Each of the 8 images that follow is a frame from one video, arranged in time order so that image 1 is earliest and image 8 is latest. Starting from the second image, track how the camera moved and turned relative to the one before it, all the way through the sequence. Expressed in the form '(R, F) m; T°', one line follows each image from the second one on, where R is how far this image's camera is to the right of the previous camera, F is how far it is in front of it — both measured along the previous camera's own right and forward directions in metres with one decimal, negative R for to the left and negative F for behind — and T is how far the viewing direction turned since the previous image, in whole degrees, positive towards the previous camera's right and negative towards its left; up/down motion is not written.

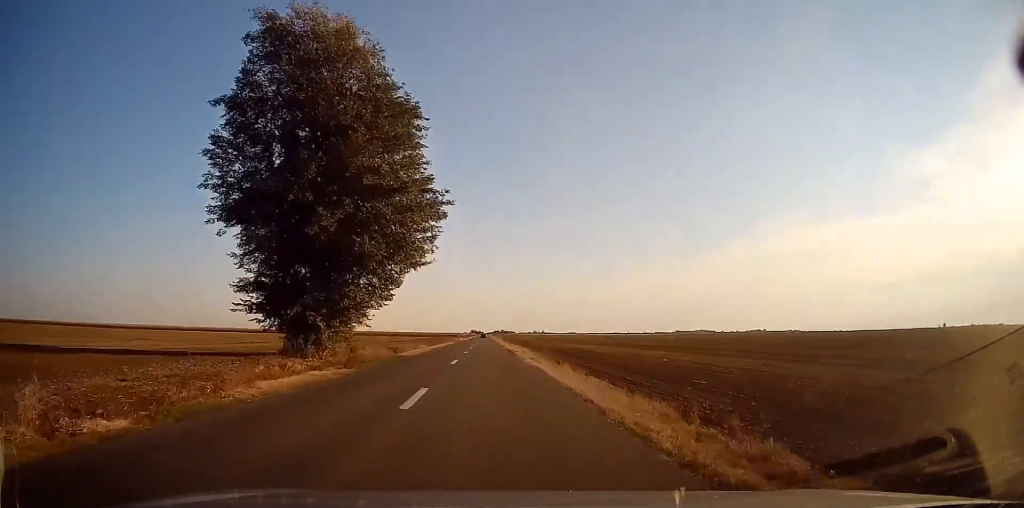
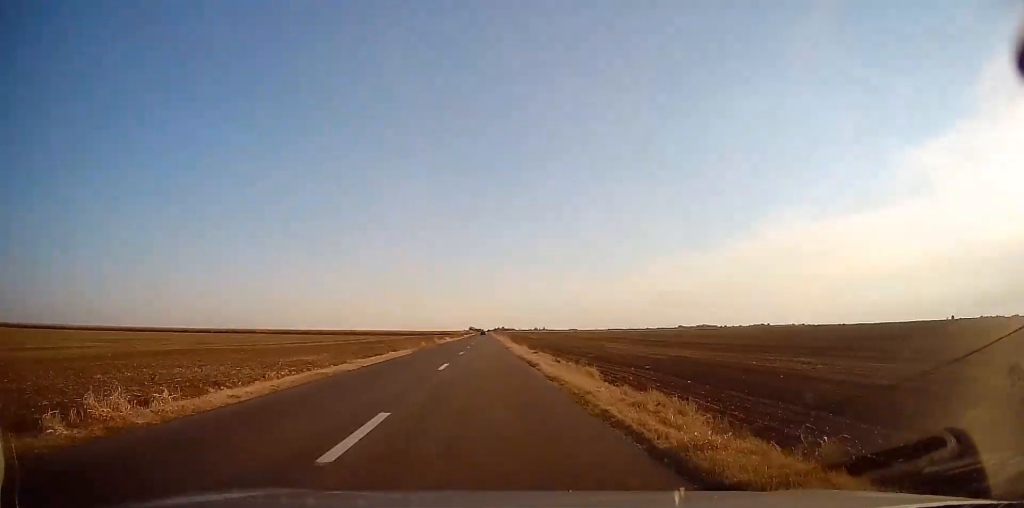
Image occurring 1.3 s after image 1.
(+0.2, +40.1) m; 0°
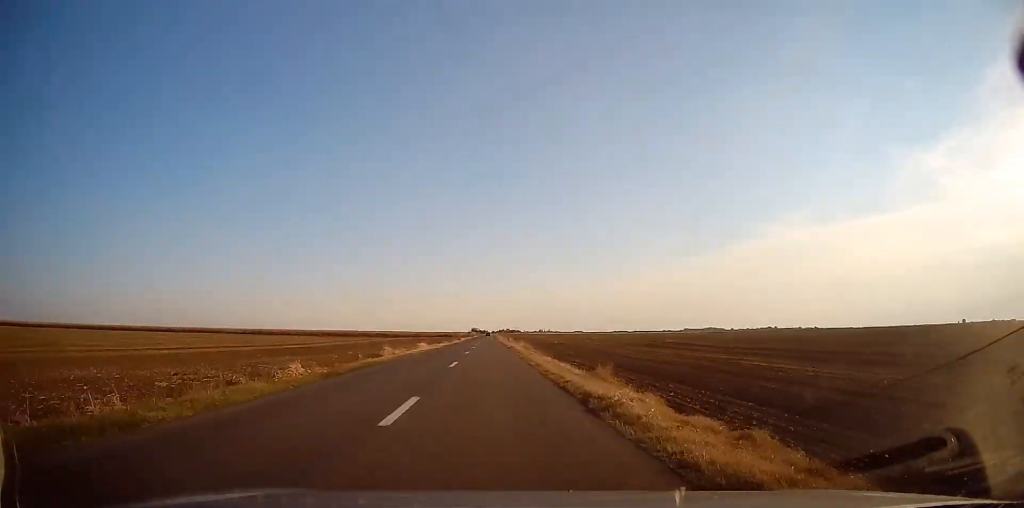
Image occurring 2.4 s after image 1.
(-0.1, +33.5) m; 0°
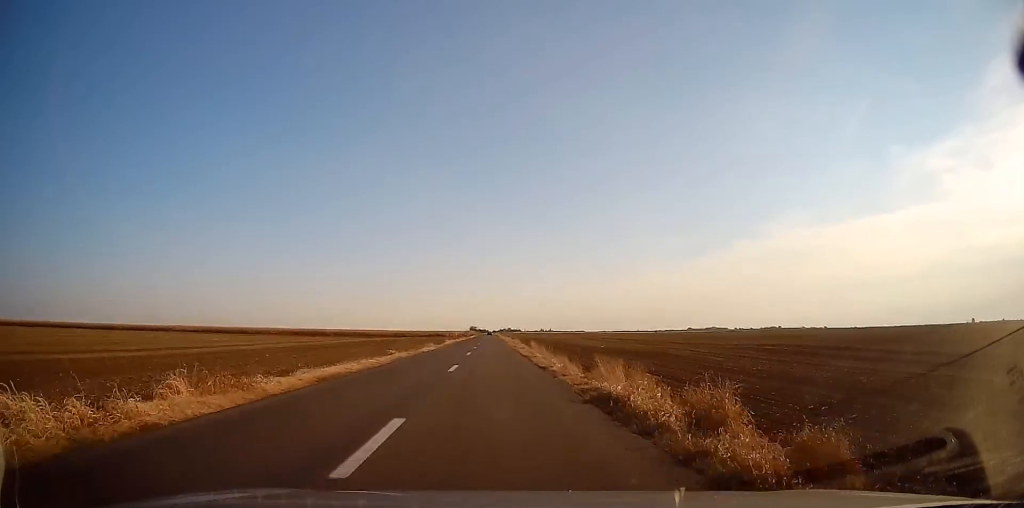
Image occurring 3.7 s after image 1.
(-0.2, +38.1) m; 0°
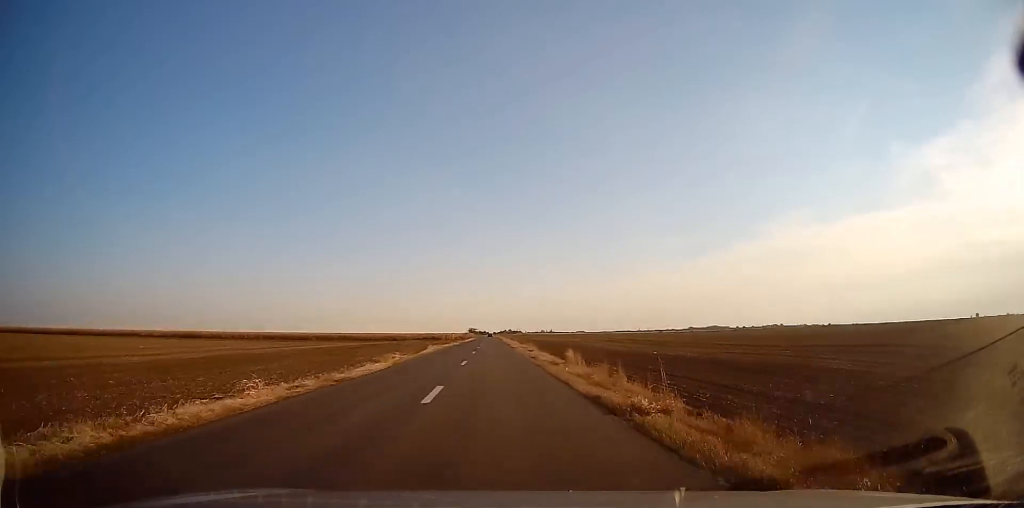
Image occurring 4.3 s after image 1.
(+0.1, +18.6) m; 0°
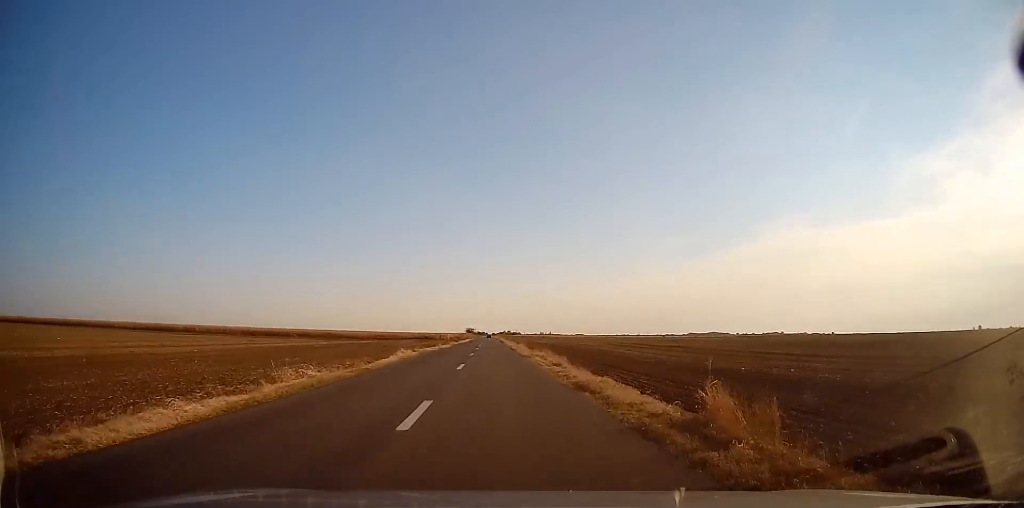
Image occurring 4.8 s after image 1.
(+0.2, +14.6) m; 0°
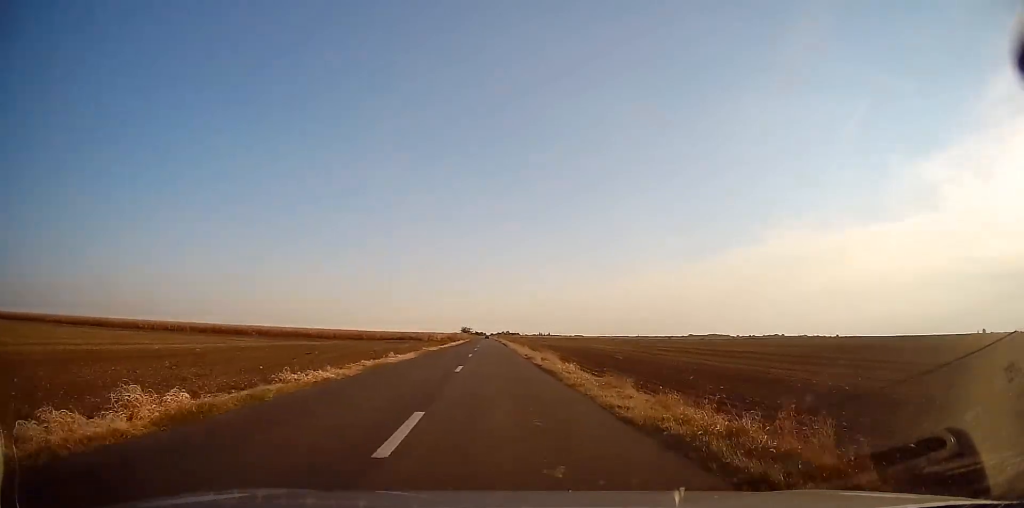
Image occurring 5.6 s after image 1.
(-0.3, +25.2) m; 0°
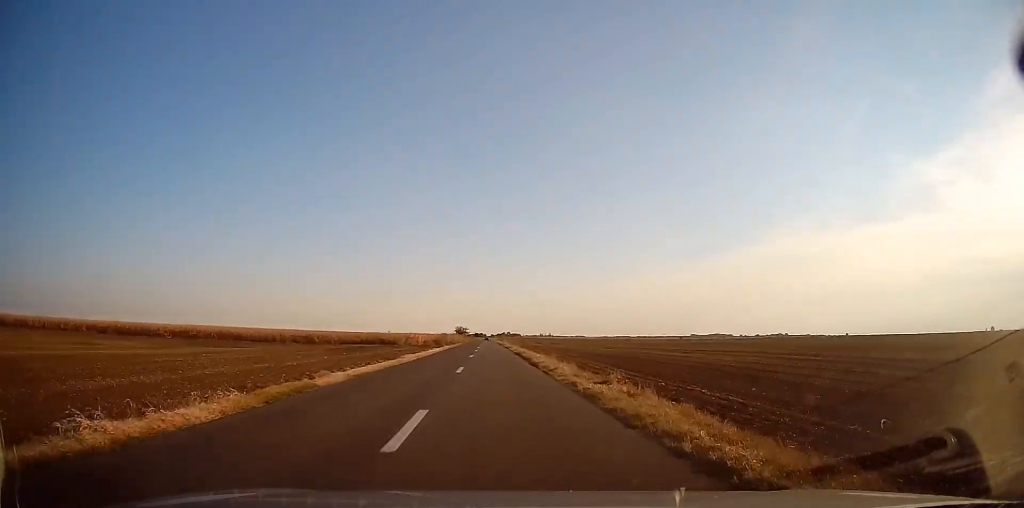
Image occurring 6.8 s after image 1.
(+0.3, +35.4) m; 0°
